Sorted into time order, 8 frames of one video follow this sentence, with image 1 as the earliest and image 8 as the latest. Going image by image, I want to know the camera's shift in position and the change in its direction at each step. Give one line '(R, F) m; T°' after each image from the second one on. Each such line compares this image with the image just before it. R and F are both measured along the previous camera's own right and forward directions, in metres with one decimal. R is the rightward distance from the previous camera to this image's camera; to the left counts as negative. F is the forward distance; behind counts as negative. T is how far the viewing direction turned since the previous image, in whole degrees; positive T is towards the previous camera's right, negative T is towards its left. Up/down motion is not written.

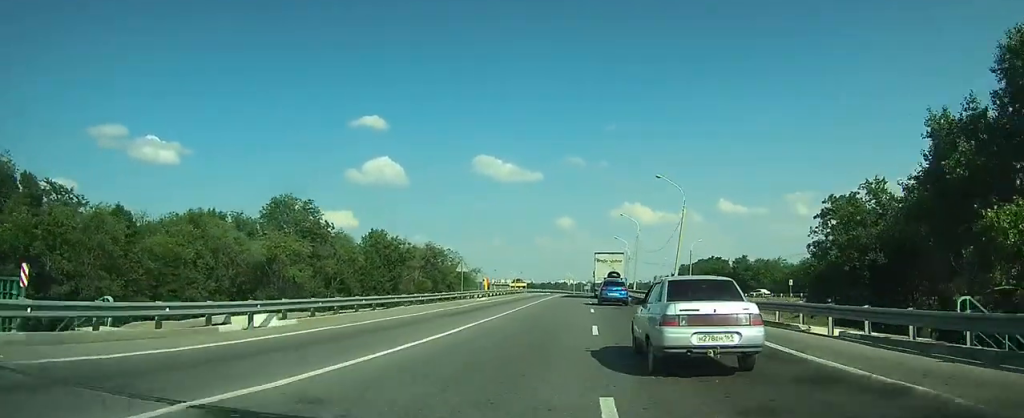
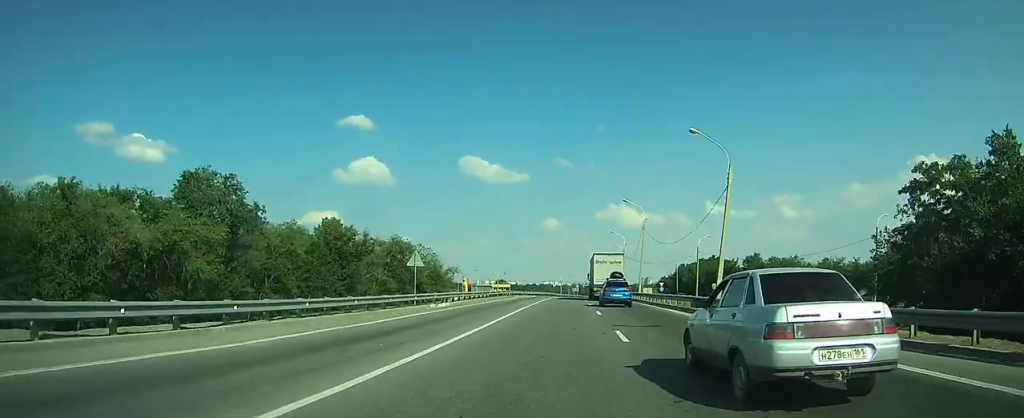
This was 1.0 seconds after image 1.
(-0.2, +14.3) m; -1°
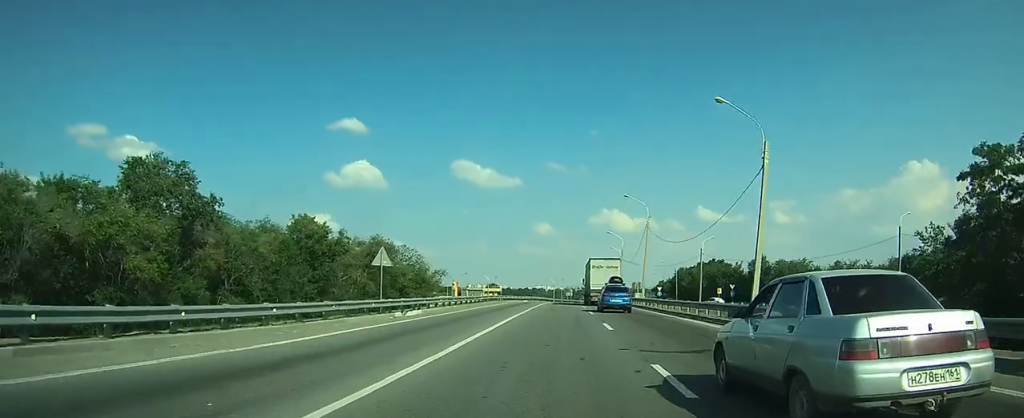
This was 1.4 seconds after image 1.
(0.0, +6.3) m; 0°
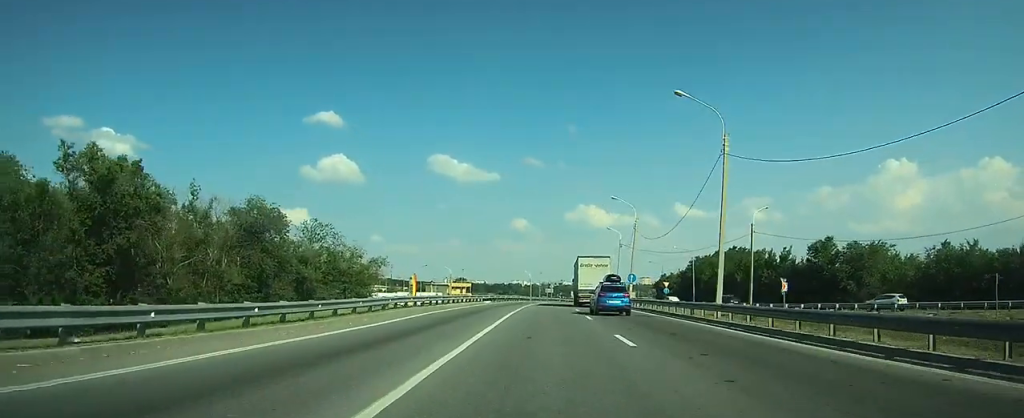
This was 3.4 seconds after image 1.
(+0.2, +28.8) m; +1°
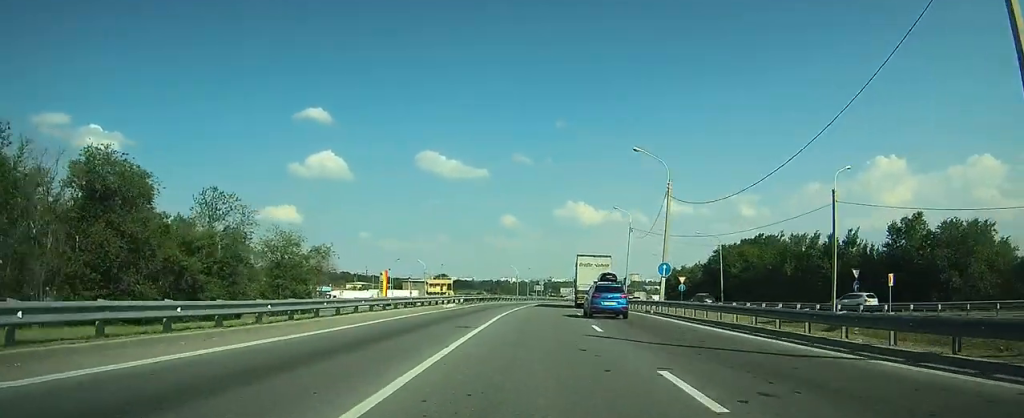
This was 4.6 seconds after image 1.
(+0.1, +18.5) m; +1°
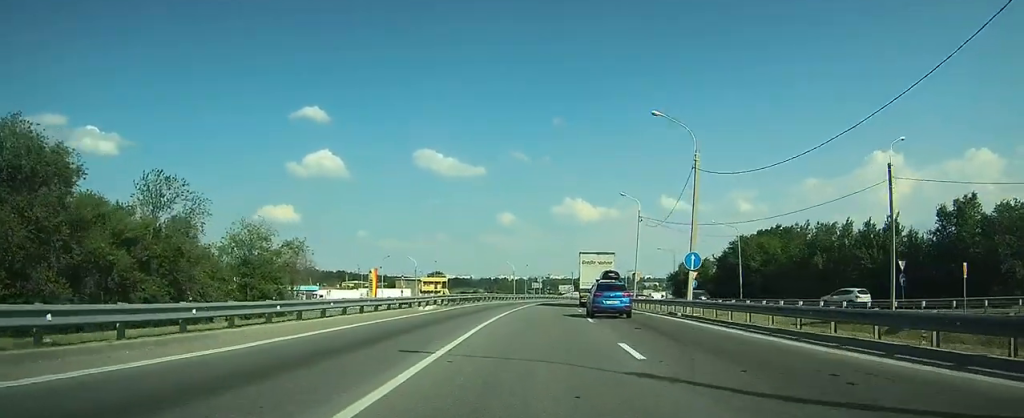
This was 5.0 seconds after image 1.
(+0.1, +7.3) m; 0°
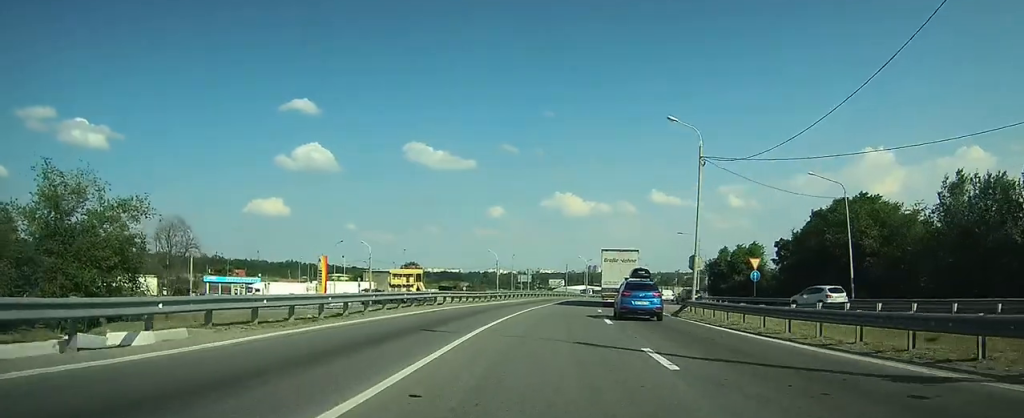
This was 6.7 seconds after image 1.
(+0.2, +25.6) m; +1°
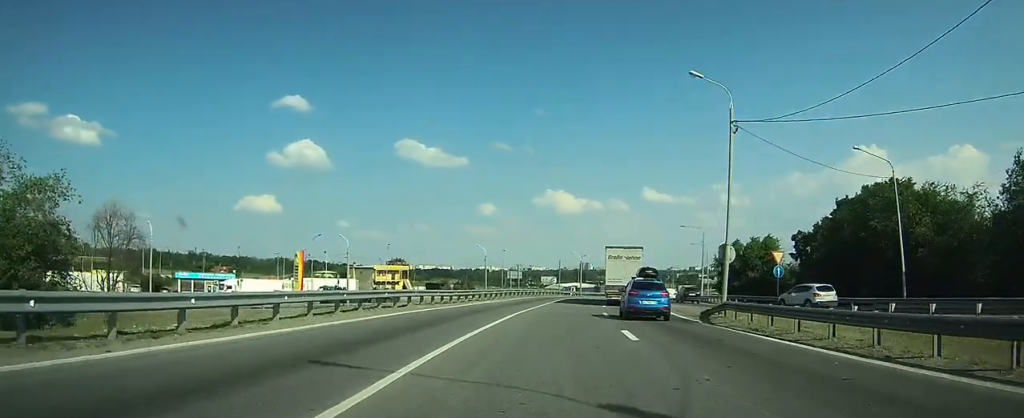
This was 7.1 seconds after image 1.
(0.0, +7.3) m; 0°
